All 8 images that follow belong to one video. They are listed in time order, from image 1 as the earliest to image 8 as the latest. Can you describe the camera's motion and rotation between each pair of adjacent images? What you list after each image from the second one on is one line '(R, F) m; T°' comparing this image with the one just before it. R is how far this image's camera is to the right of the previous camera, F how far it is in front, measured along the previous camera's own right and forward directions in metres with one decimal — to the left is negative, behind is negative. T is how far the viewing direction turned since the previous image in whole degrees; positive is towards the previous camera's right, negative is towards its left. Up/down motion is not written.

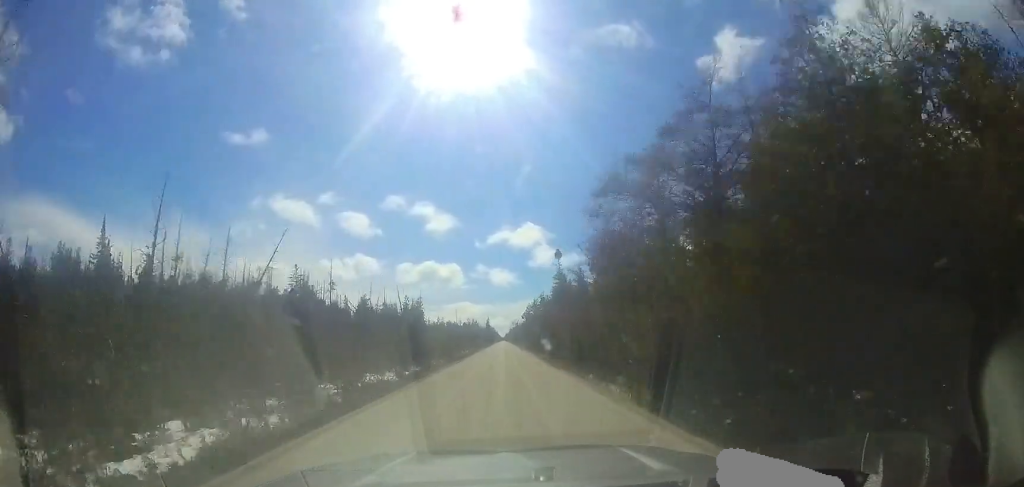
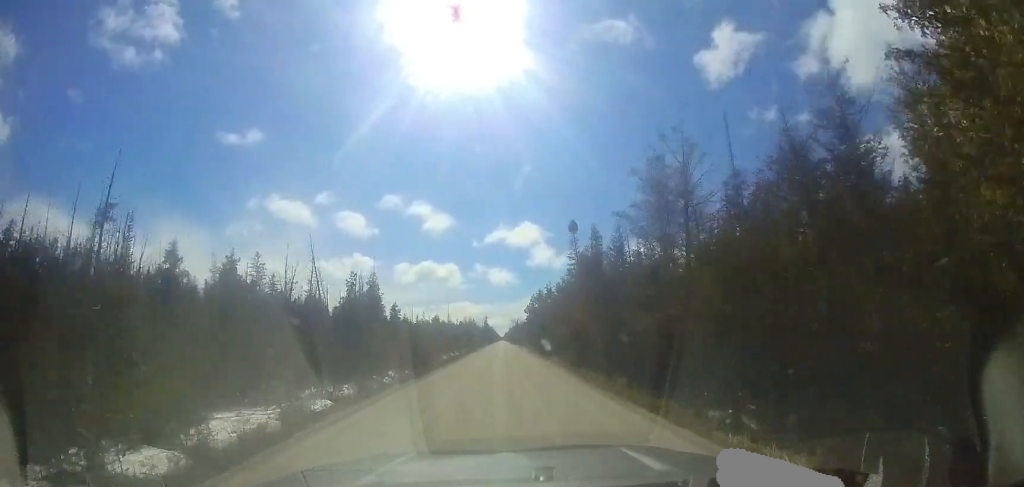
(+0.1, +14.1) m; 0°
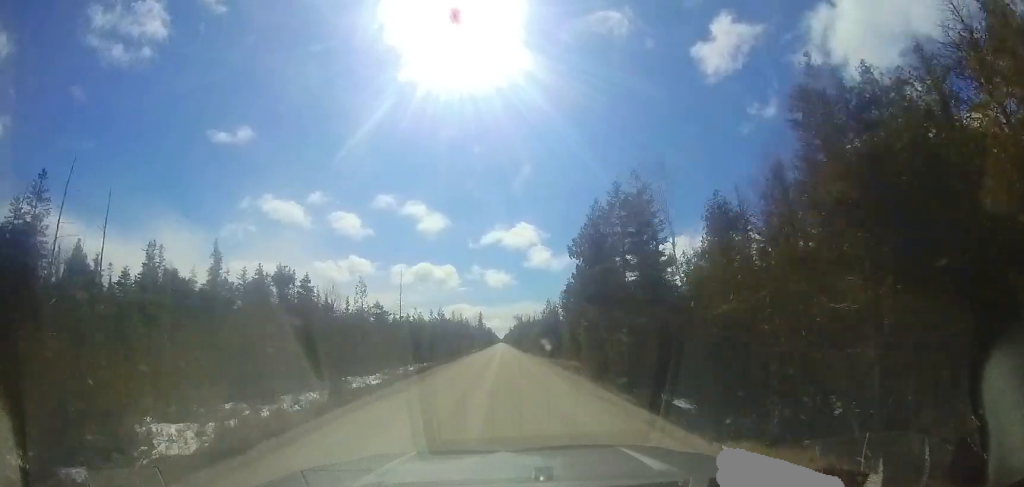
(+0.3, +44.5) m; 0°
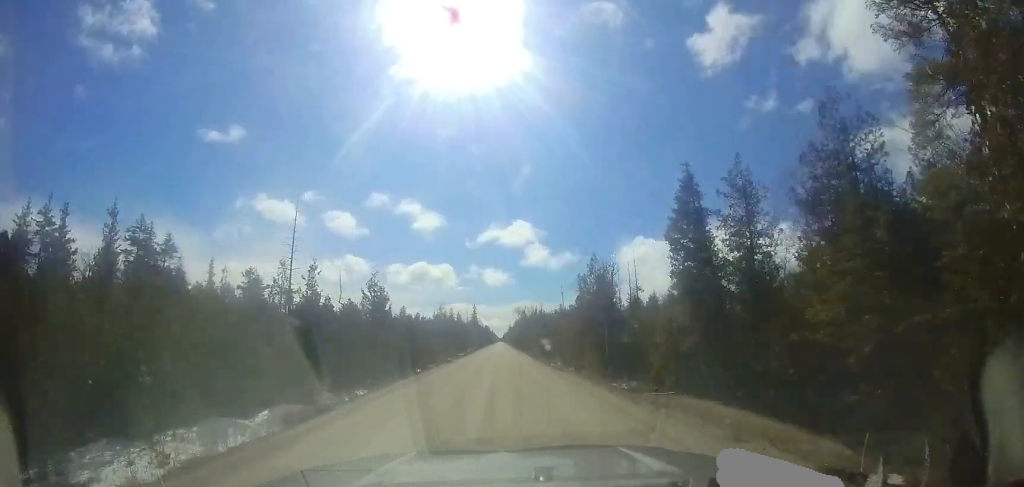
(0.0, +28.1) m; -1°
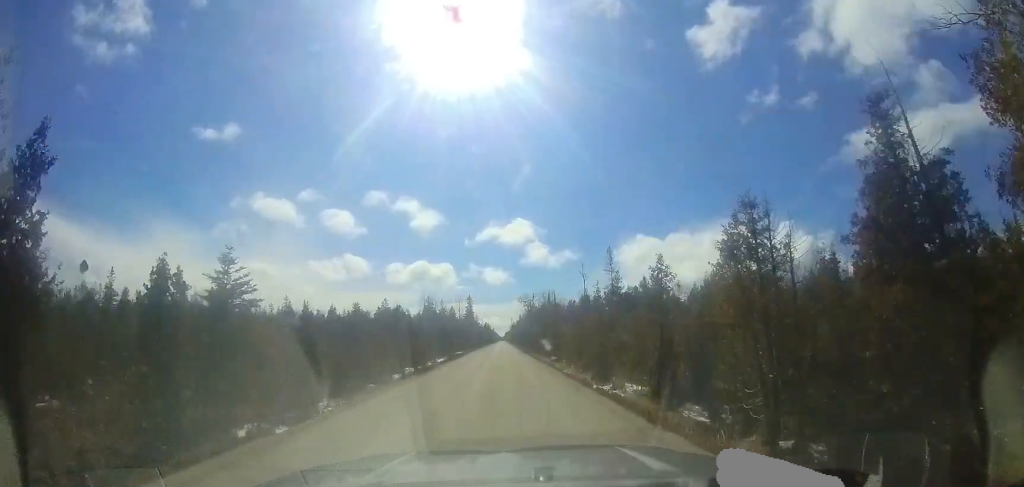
(-0.3, +24.5) m; 0°
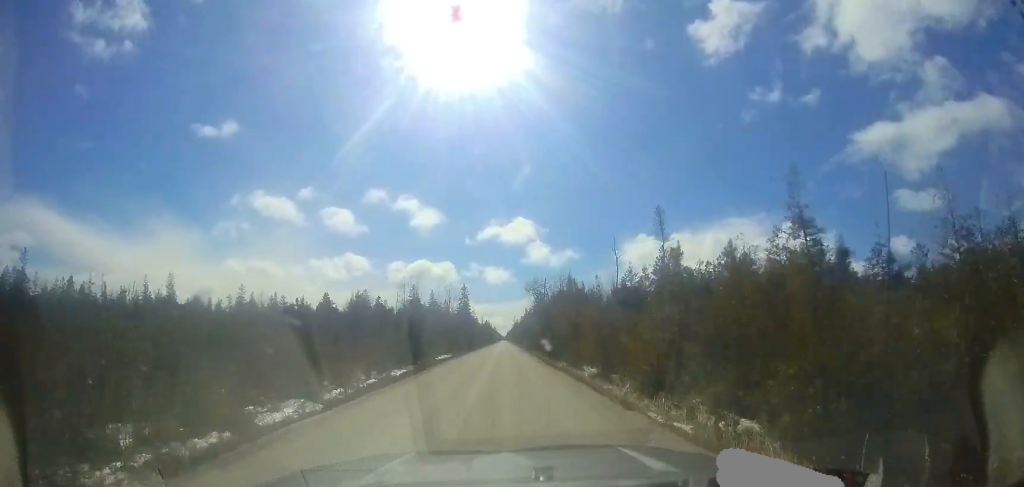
(+0.2, +20.0) m; +1°
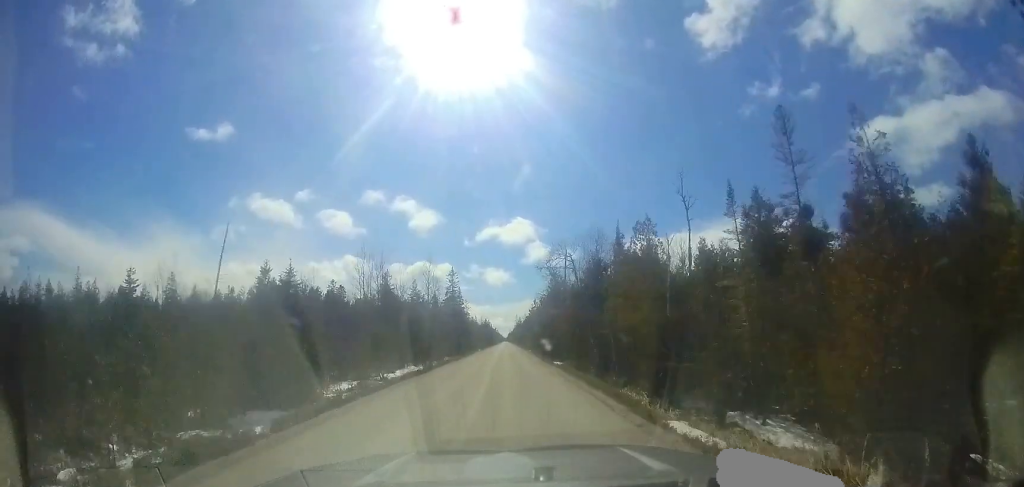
(+0.1, +21.2) m; 0°
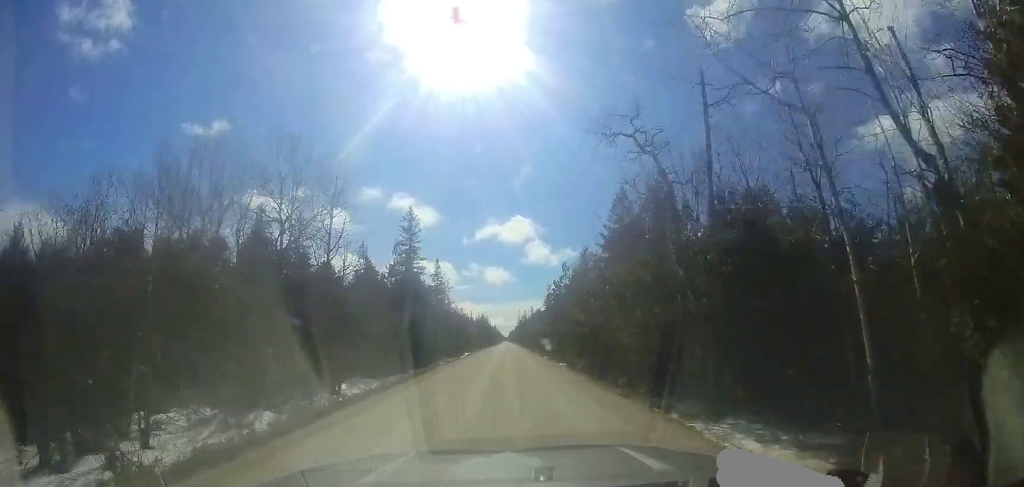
(-0.4, +30.8) m; -1°
